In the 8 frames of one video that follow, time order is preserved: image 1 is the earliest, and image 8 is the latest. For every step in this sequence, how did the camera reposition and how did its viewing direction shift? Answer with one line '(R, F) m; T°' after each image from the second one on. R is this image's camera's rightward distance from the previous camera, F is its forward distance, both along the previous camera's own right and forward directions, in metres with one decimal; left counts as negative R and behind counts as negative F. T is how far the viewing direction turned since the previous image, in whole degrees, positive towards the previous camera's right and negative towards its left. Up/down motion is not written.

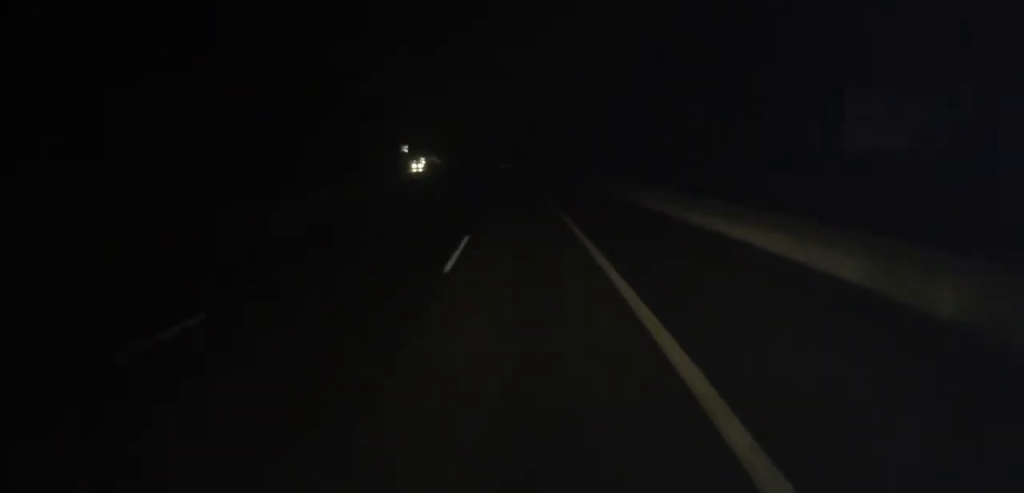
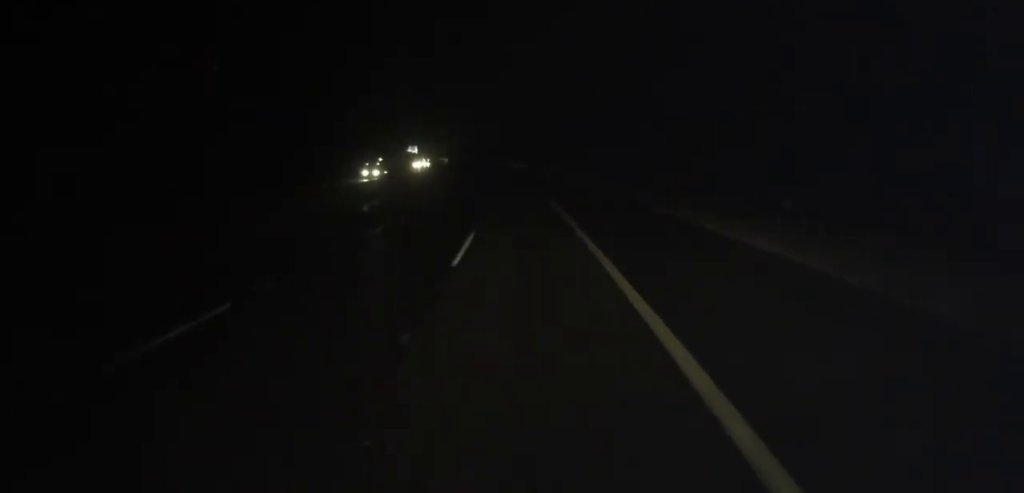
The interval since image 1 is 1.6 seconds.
(-1.1, +34.2) m; -1°
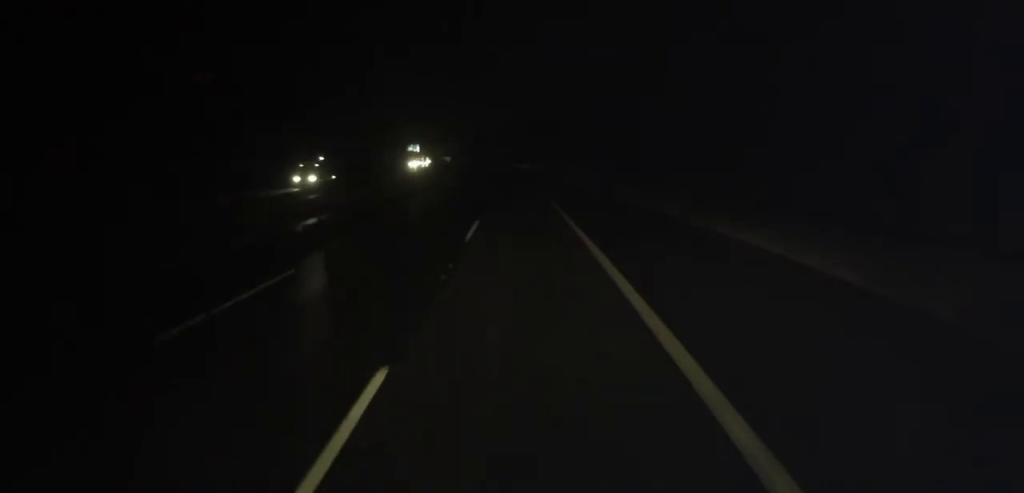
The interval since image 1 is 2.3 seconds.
(+0.7, +13.9) m; +1°
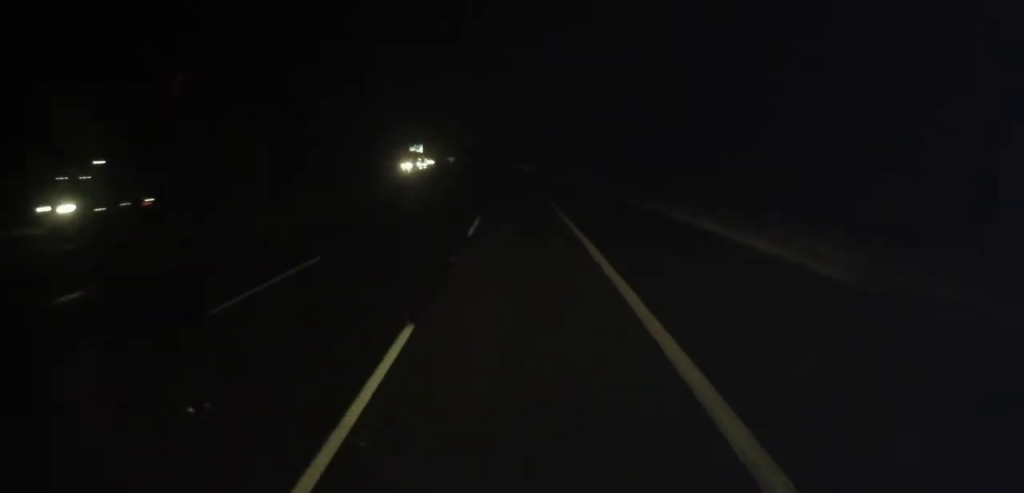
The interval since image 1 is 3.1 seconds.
(-0.3, +15.9) m; -1°
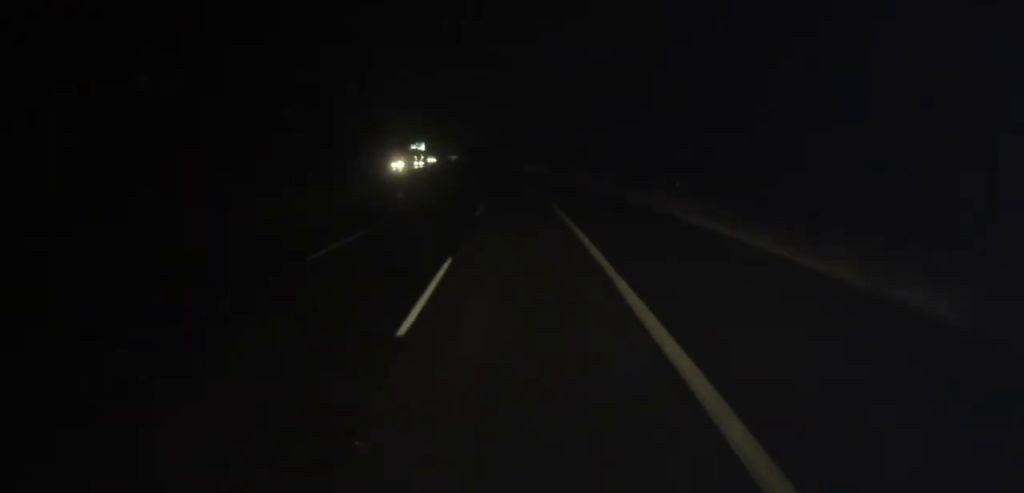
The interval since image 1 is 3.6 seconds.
(-0.1, +11.7) m; -1°
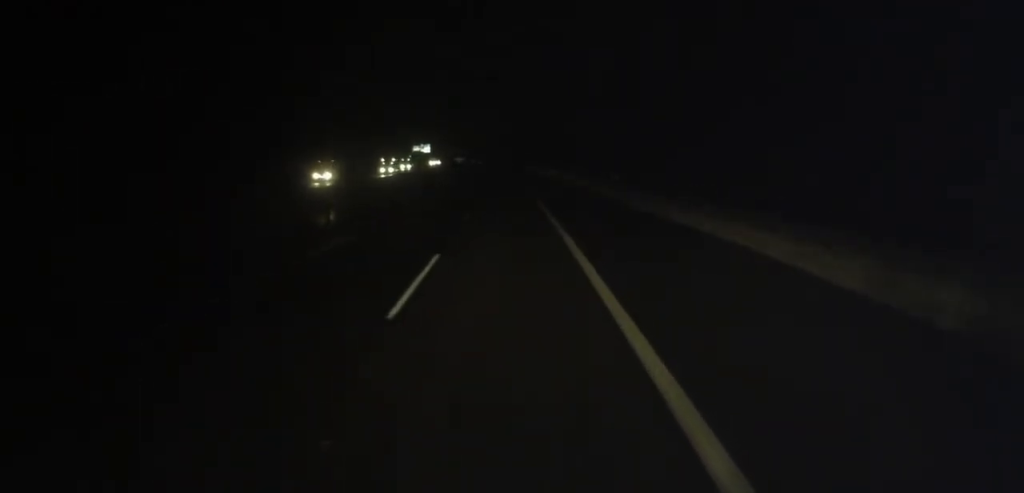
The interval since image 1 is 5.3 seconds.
(-0.6, +34.3) m; -1°
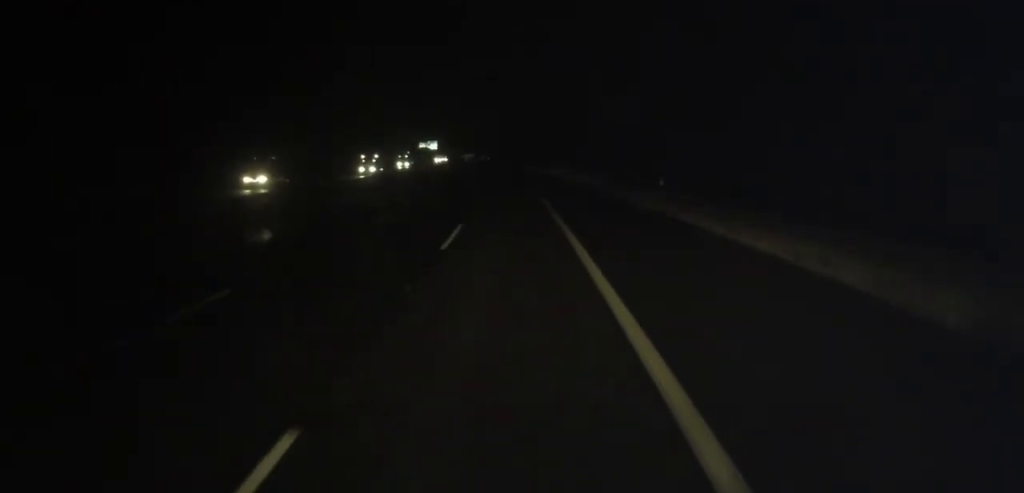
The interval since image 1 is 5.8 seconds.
(0.0, +10.9) m; 0°
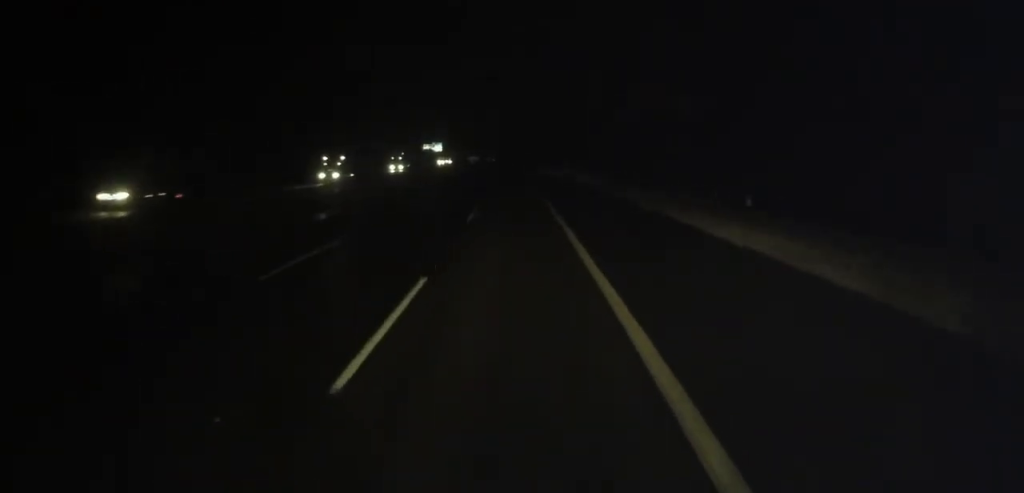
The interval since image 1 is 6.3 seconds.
(0.0, +10.2) m; 0°
